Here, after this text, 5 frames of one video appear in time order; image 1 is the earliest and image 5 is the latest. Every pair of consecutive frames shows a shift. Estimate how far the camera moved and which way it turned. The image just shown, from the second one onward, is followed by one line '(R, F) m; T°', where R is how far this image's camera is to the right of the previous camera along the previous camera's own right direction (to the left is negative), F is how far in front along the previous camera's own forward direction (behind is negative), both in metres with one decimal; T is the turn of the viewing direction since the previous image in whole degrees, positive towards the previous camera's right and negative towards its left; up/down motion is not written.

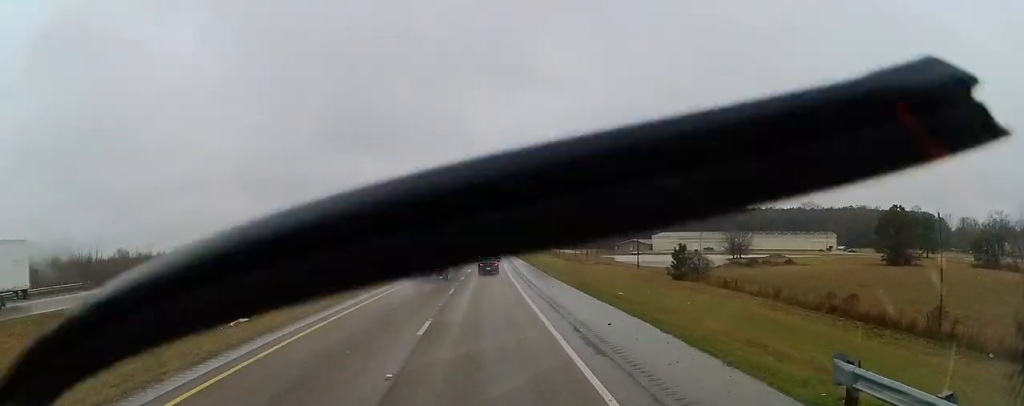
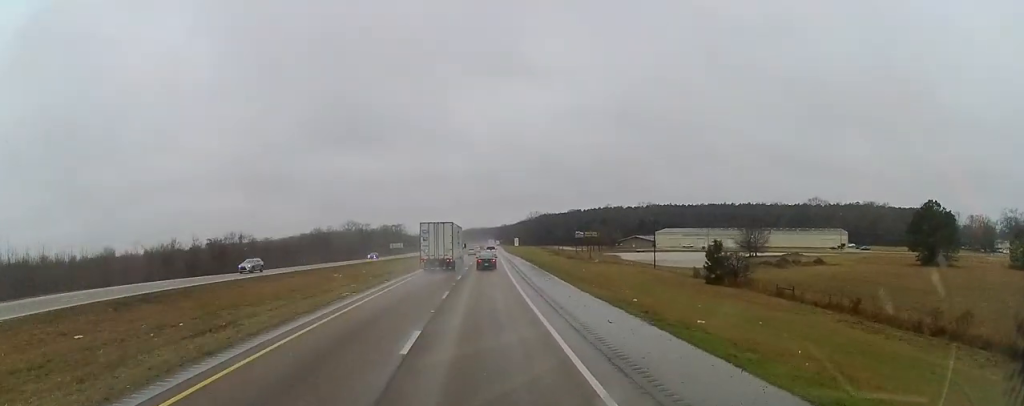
(-0.2, +15.0) m; -1°
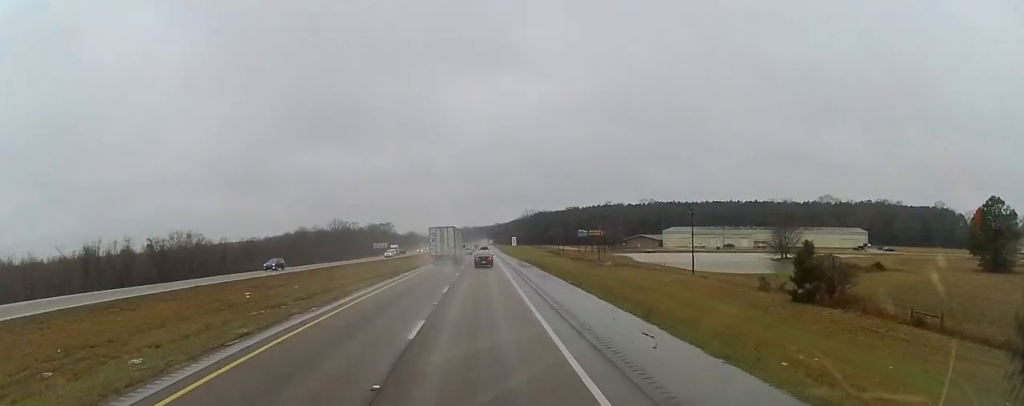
(+0.1, +22.6) m; 0°
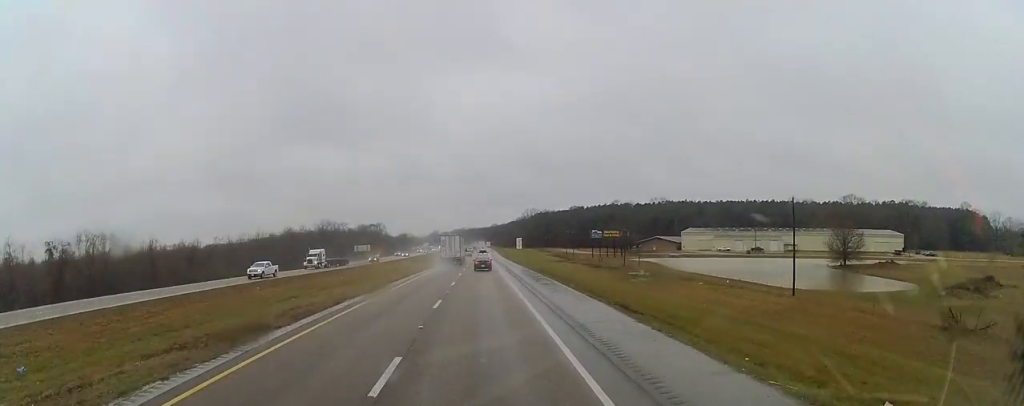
(-0.7, +29.5) m; -2°
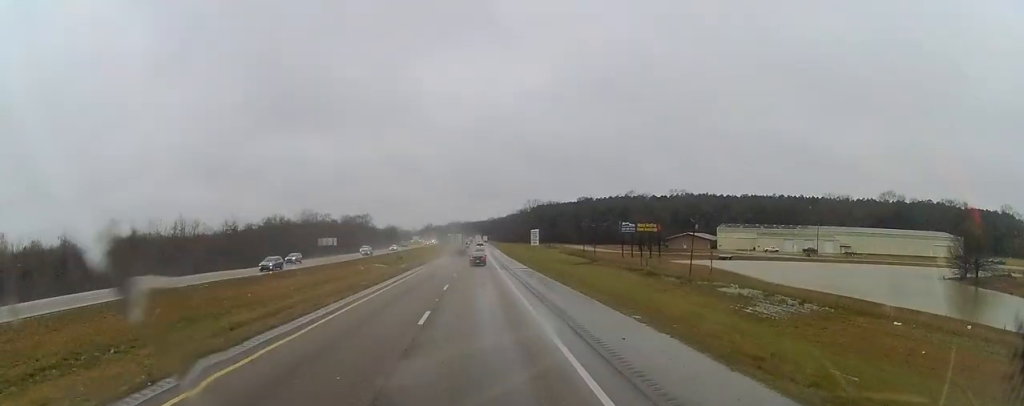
(+0.6, +42.1) m; +2°
